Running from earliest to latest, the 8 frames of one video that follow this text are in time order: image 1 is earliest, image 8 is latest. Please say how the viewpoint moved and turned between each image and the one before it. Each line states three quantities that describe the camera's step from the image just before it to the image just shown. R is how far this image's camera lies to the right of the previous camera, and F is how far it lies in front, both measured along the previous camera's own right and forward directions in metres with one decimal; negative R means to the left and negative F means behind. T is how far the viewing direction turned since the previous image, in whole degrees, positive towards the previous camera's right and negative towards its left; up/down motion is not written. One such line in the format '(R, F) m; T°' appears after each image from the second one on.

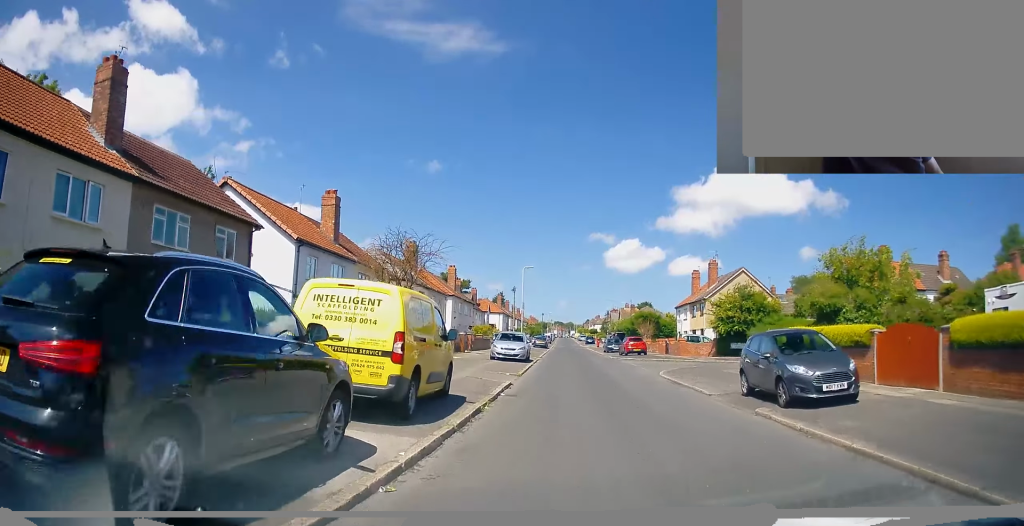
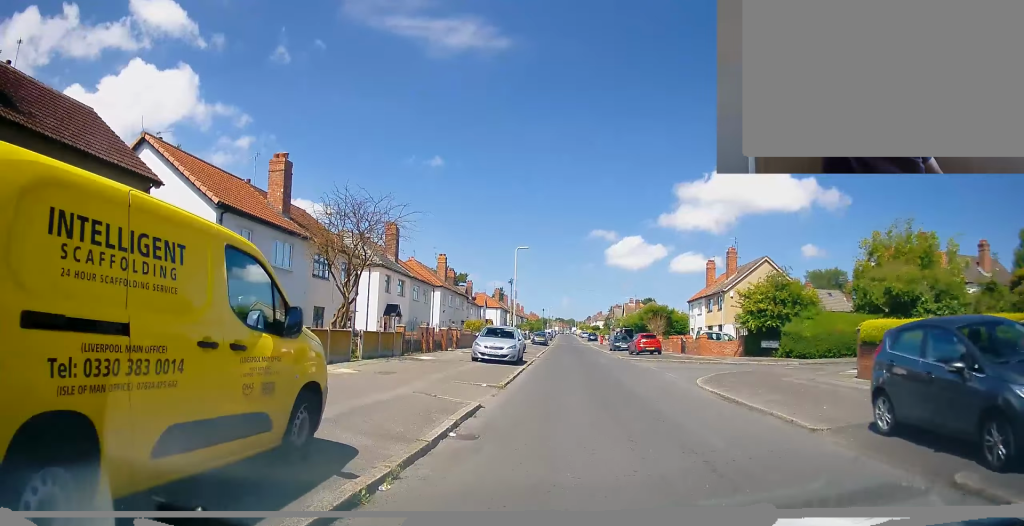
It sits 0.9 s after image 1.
(+0.2, +6.5) m; +2°
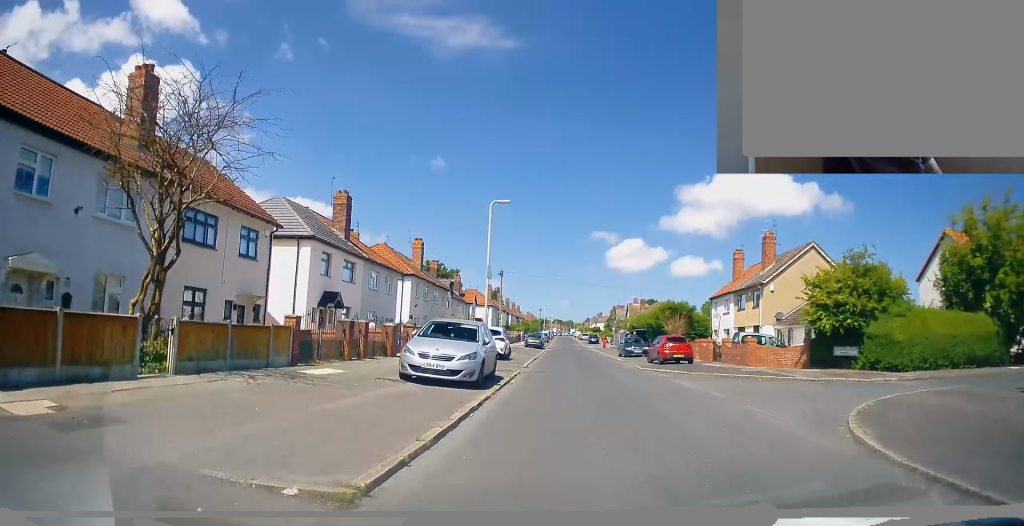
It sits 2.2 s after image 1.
(0.0, +11.2) m; -1°
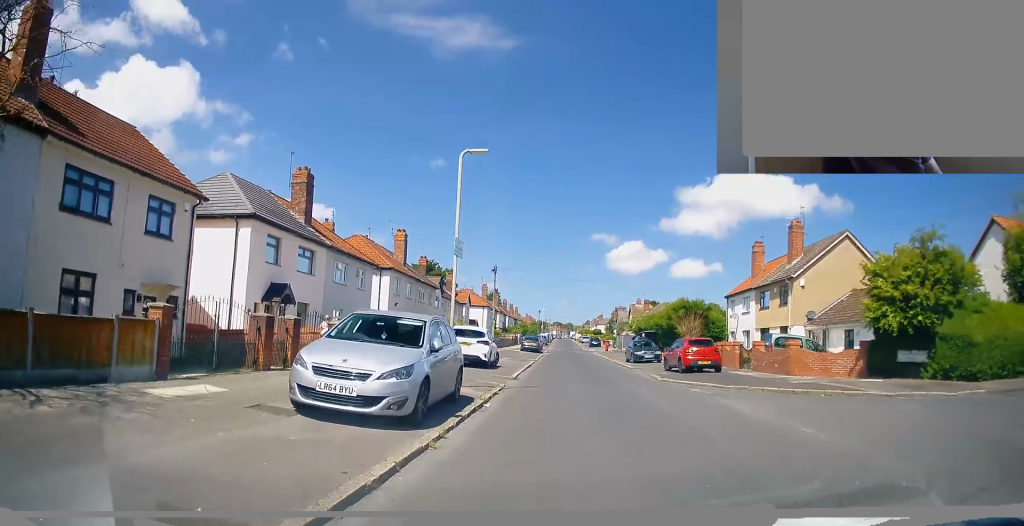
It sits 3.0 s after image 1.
(-0.1, +6.1) m; 0°
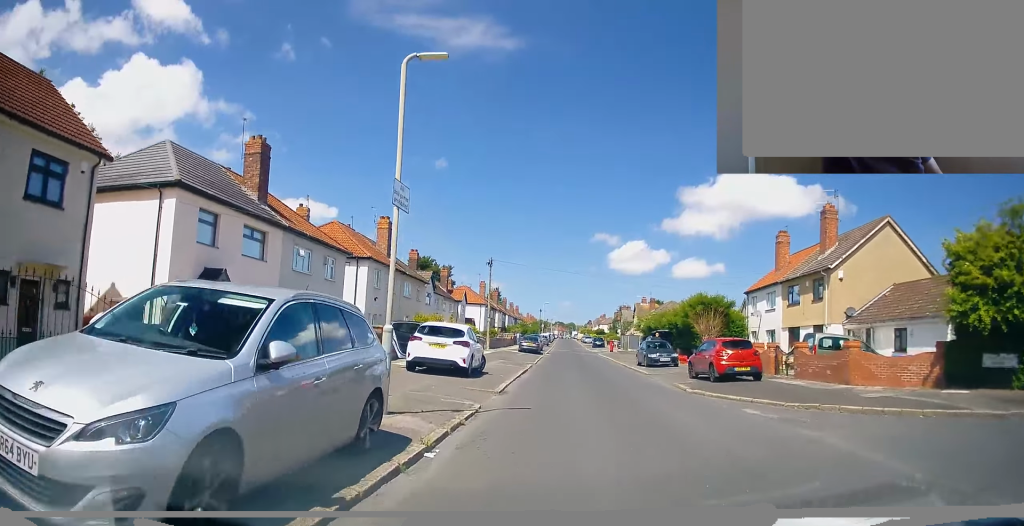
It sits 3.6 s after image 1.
(0.0, +5.0) m; +1°
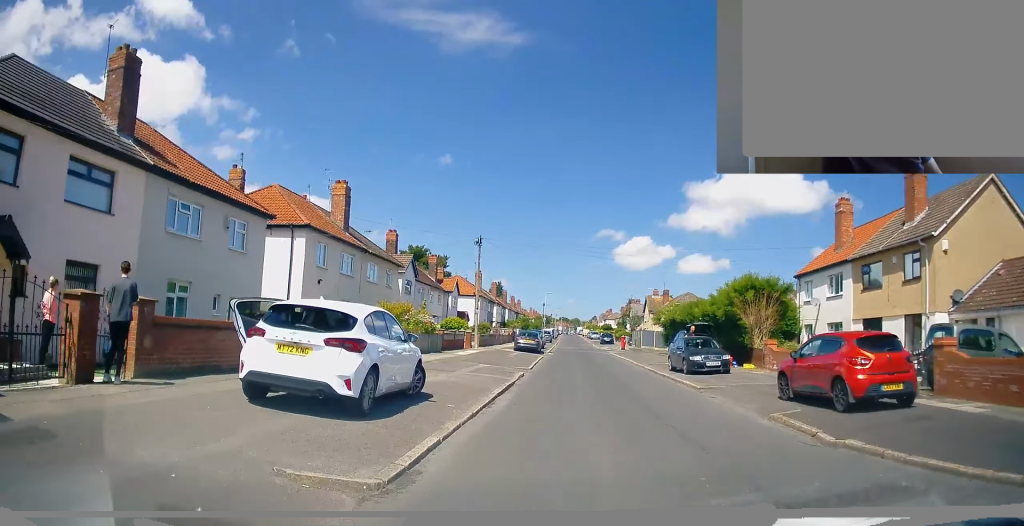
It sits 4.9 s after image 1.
(0.0, +8.2) m; -1°
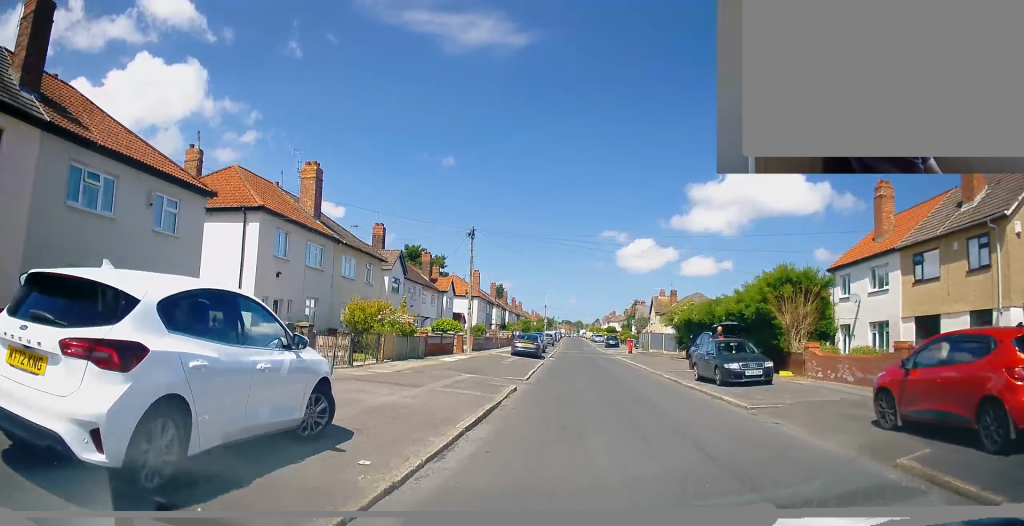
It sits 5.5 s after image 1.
(-0.1, +3.9) m; -1°
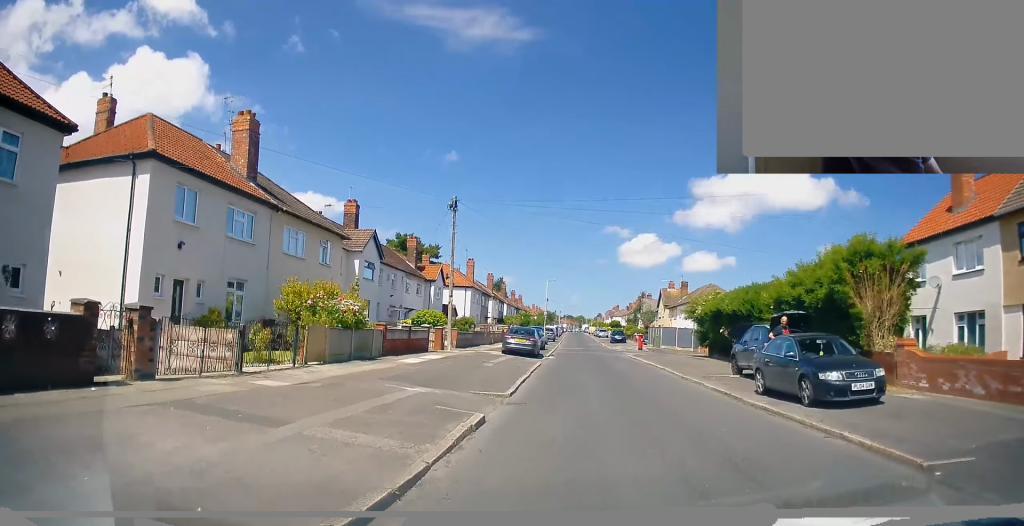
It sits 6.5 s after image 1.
(-0.1, +6.1) m; +1°
